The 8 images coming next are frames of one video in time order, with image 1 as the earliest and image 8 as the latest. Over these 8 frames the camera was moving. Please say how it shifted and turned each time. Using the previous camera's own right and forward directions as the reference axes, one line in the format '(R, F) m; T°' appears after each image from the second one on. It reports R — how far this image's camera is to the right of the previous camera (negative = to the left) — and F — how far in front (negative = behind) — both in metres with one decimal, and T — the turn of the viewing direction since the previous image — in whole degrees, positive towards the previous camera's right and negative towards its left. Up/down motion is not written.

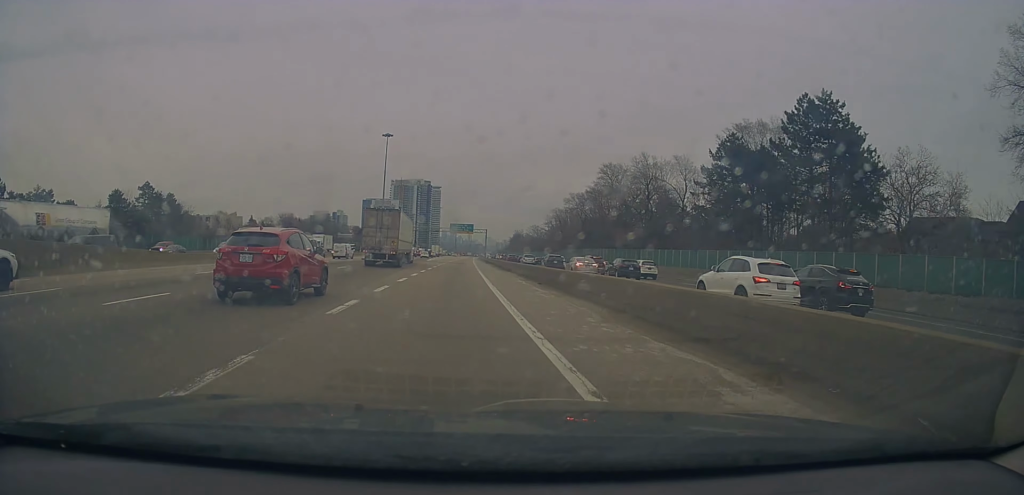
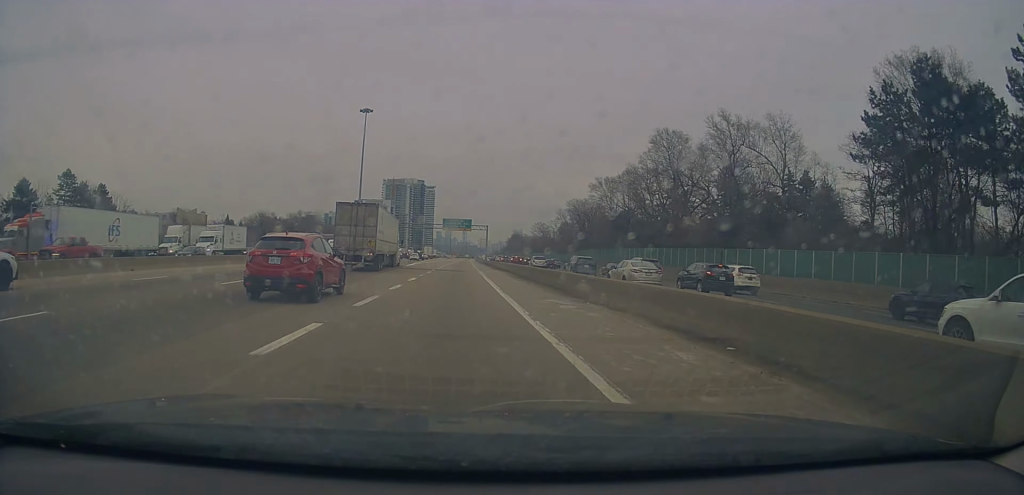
(+0.7, +27.9) m; 0°
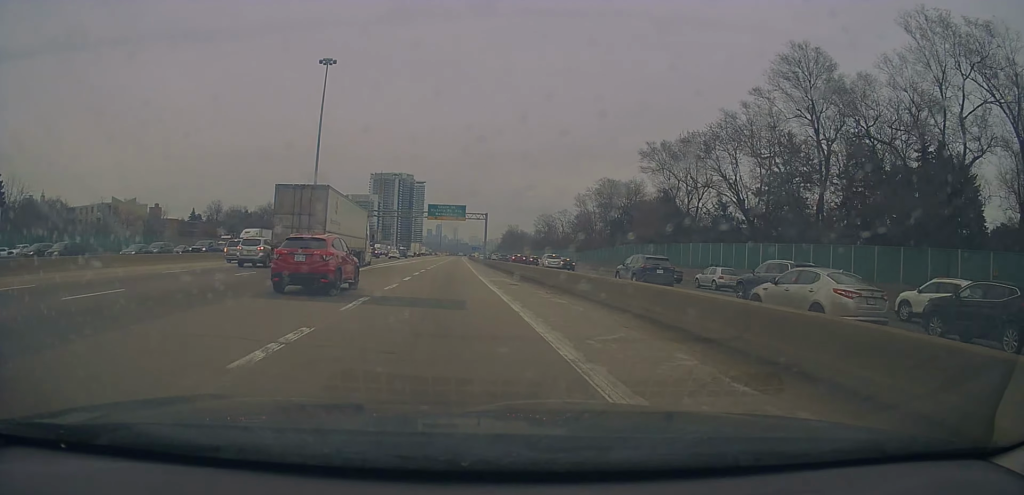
(-0.1, +30.4) m; +1°
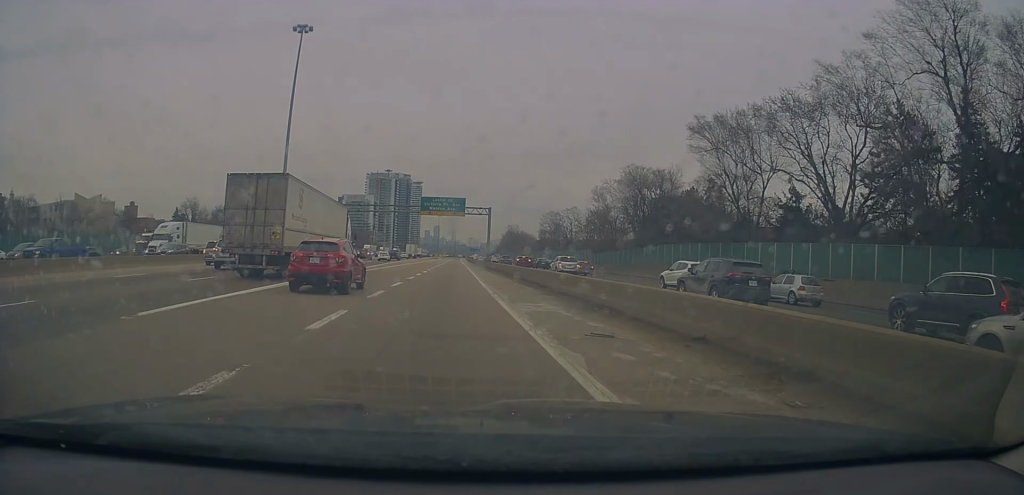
(+0.3, +15.9) m; +1°
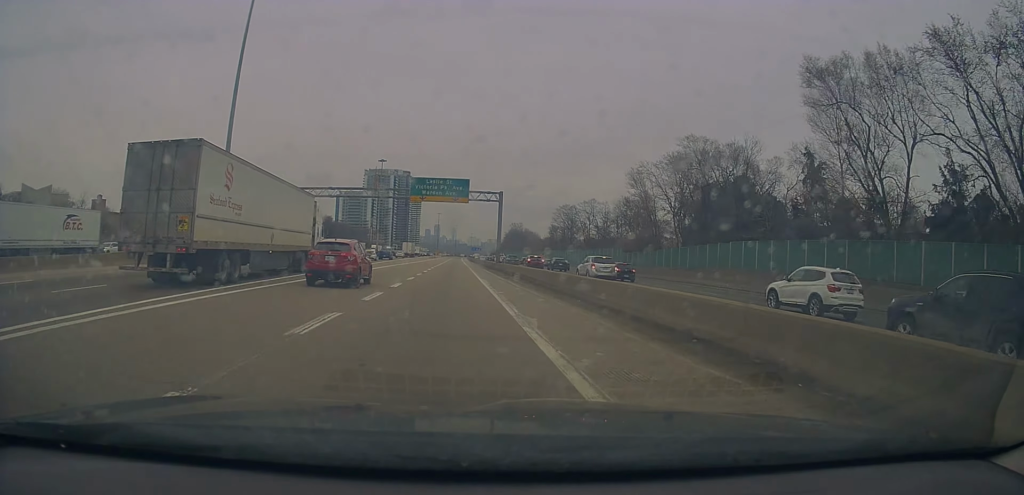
(0.0, +19.8) m; 0°
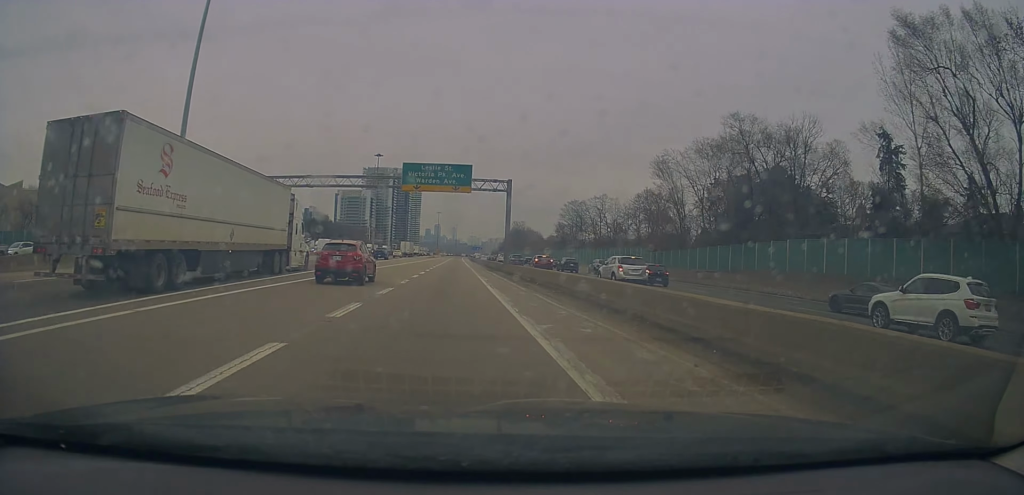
(0.0, +10.3) m; -1°
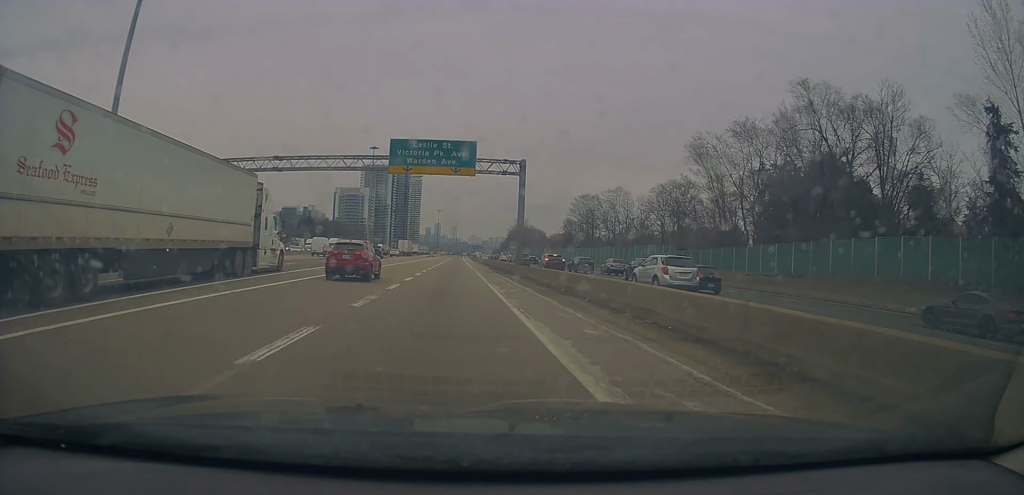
(0.0, +11.0) m; 0°
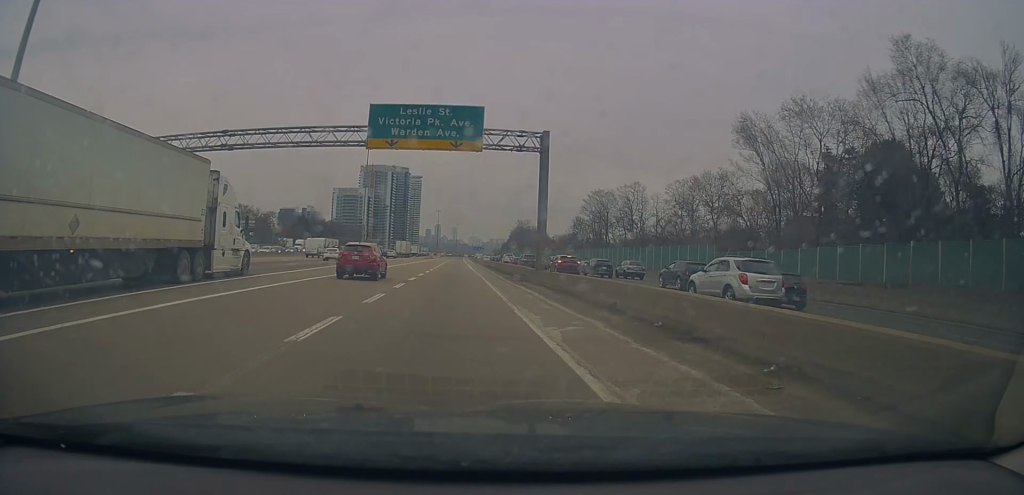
(-0.2, +11.5) m; 0°
